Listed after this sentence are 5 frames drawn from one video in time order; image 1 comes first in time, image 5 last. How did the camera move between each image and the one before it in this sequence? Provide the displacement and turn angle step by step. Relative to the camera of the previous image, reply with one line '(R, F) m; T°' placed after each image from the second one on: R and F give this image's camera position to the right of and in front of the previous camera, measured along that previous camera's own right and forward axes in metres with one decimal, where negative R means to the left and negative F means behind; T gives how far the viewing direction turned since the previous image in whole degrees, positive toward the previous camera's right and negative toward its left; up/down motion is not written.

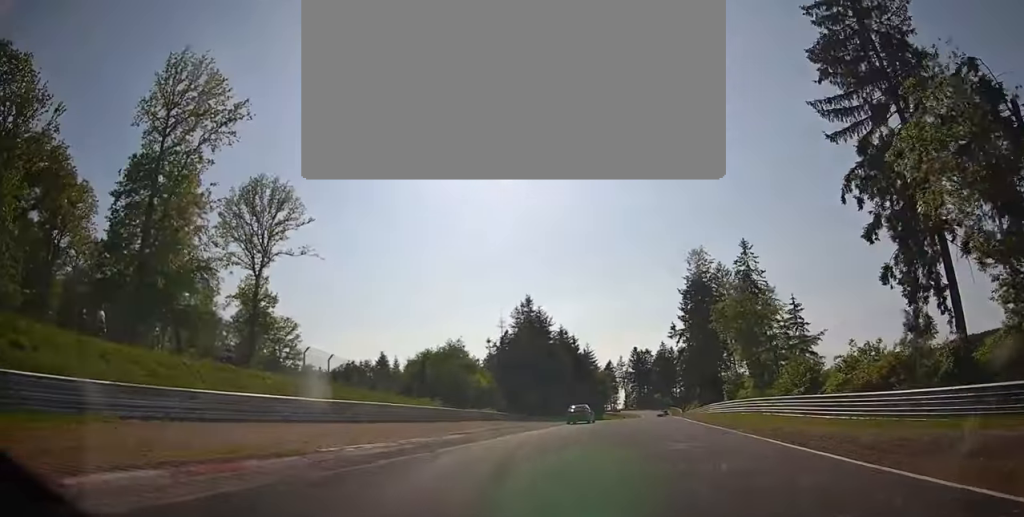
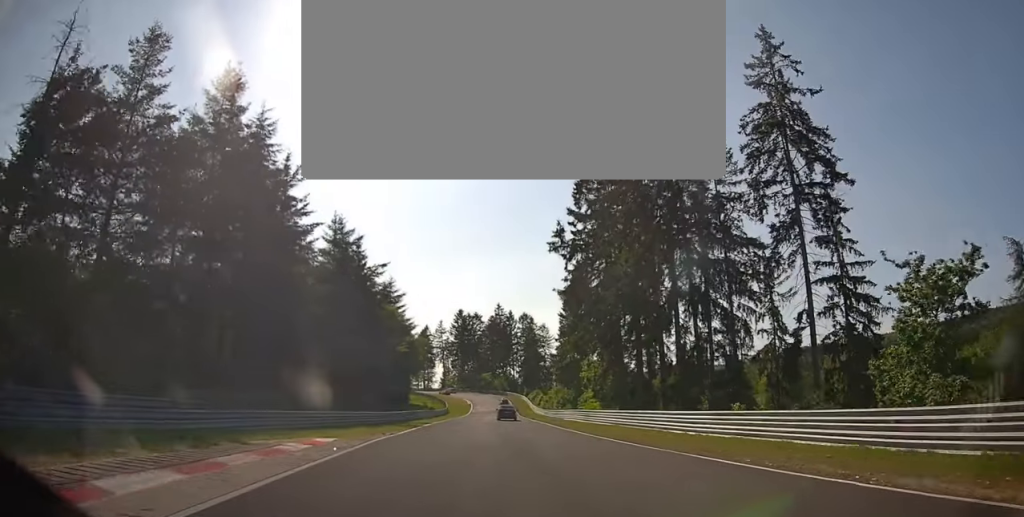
(+6.8, +62.8) m; +9°
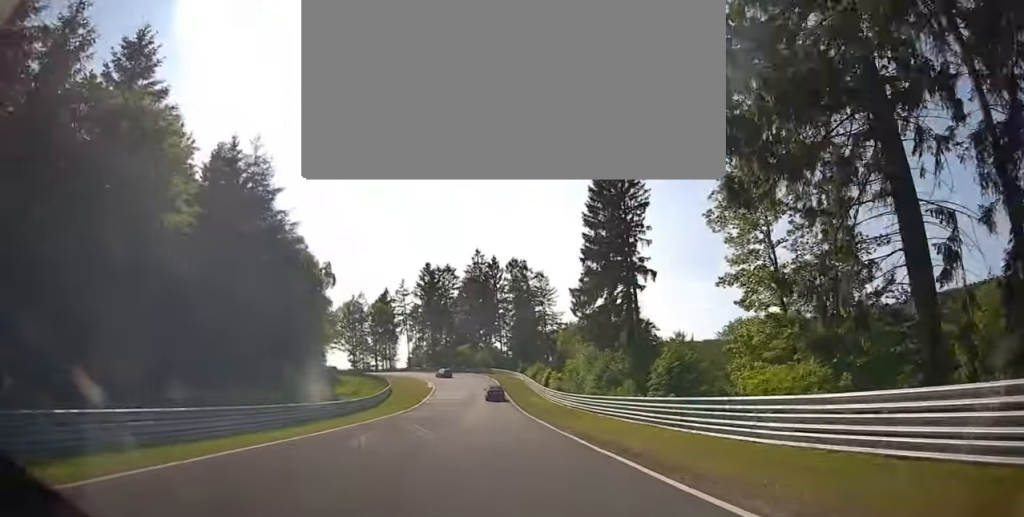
(+0.5, +49.1) m; 0°
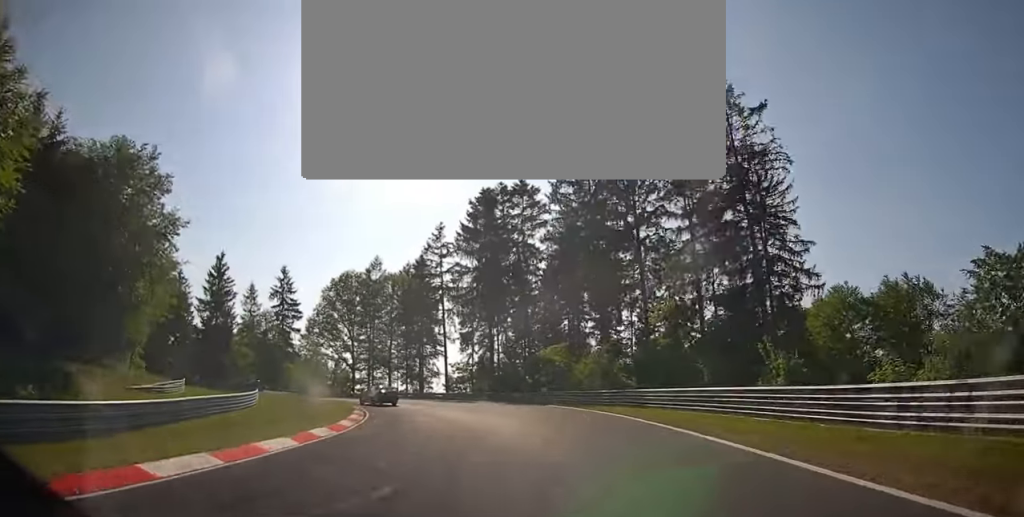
(-4.8, +70.7) m; -12°
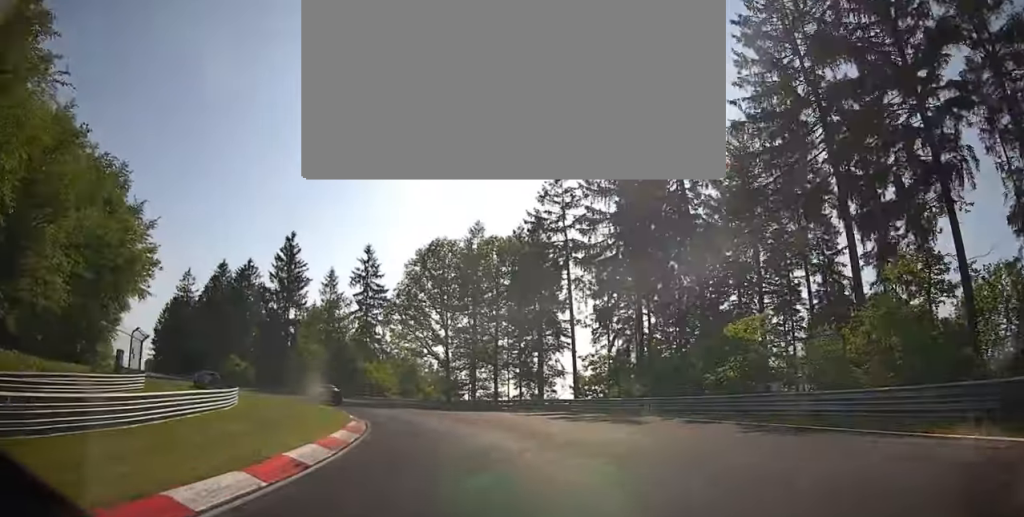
(-1.4, +23.0) m; -11°
